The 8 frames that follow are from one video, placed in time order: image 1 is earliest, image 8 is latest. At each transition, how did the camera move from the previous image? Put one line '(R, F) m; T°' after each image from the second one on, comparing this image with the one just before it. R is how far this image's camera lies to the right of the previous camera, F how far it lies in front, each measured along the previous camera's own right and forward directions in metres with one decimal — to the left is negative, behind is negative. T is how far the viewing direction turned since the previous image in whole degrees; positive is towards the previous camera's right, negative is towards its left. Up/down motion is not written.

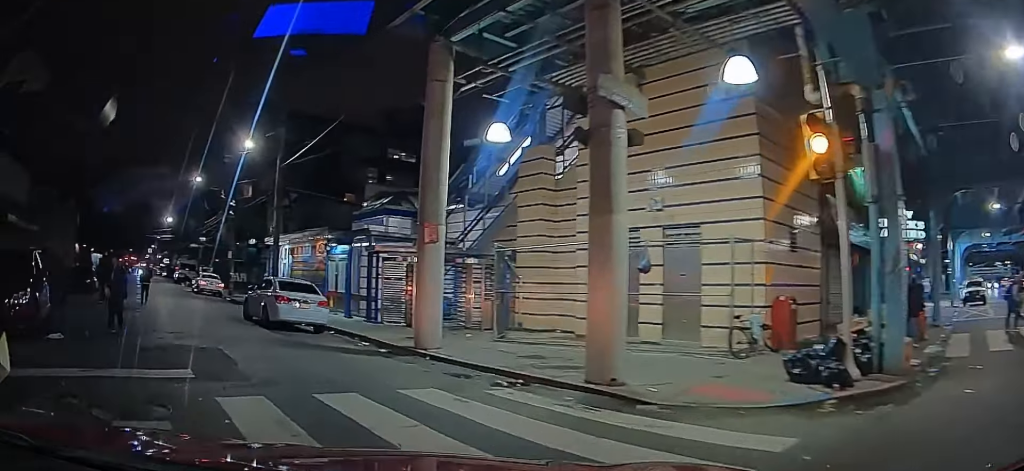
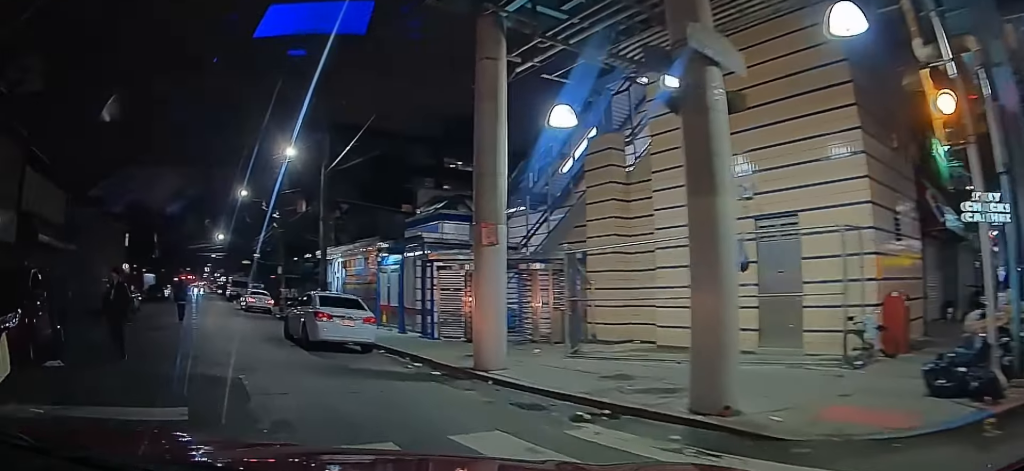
(+0.1, +1.6) m; +1°
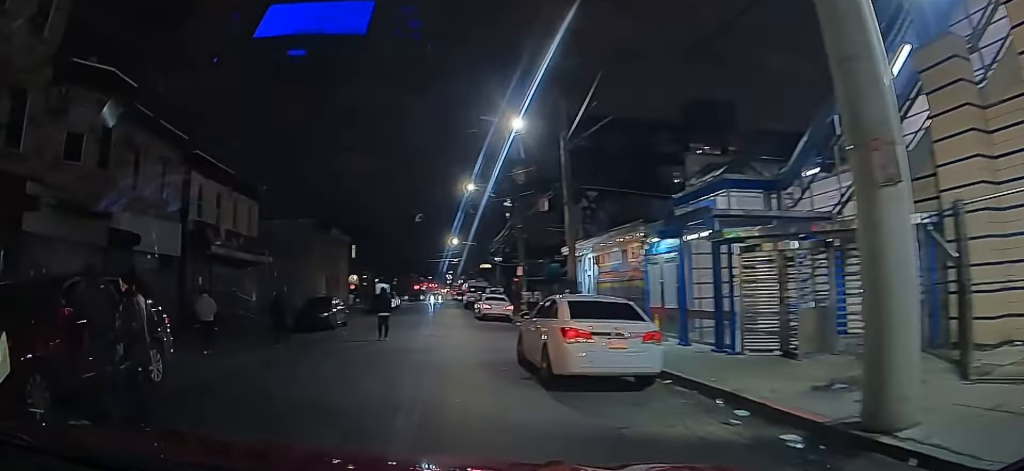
(+0.1, +5.3) m; -7°
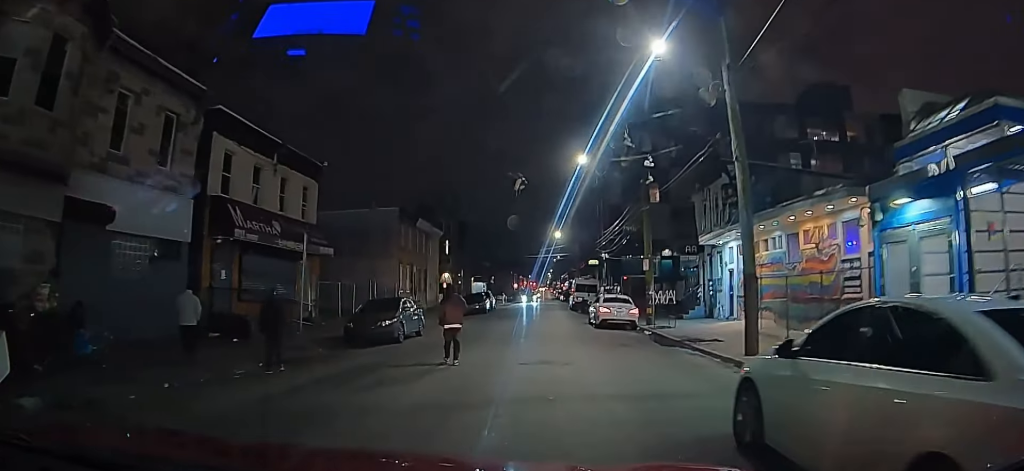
(-0.7, +8.8) m; -5°
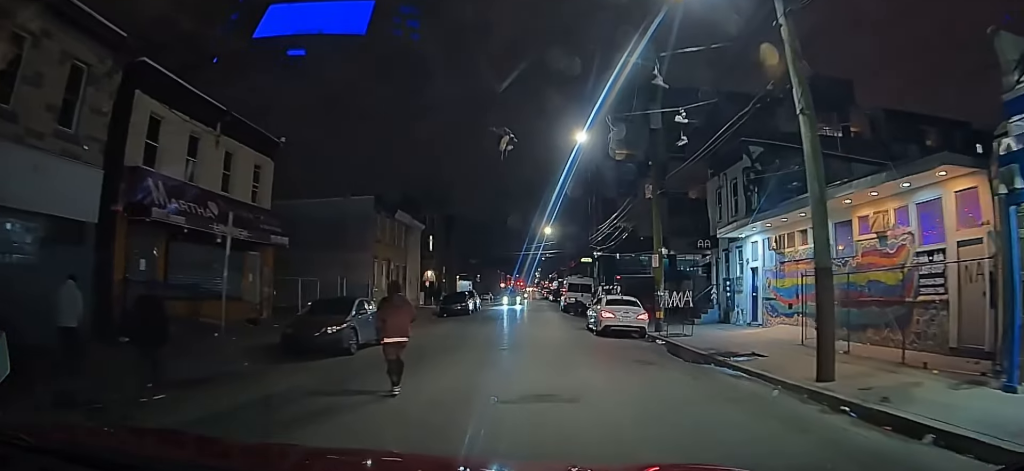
(-0.1, +5.9) m; -4°
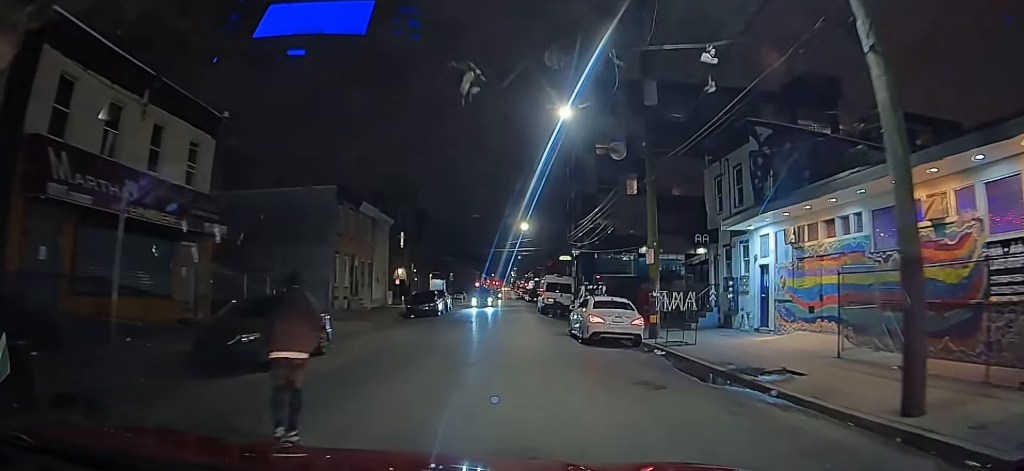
(-0.4, +4.4) m; -3°
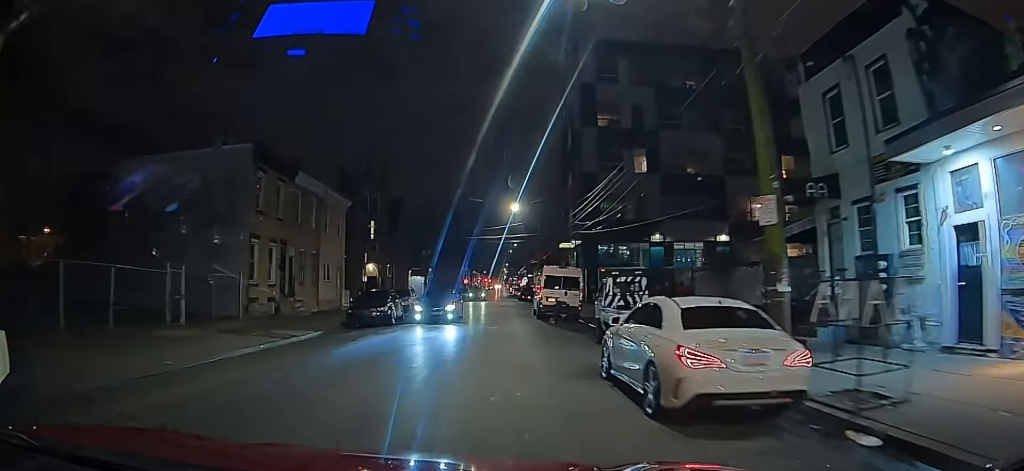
(0.0, +13.1) m; -6°
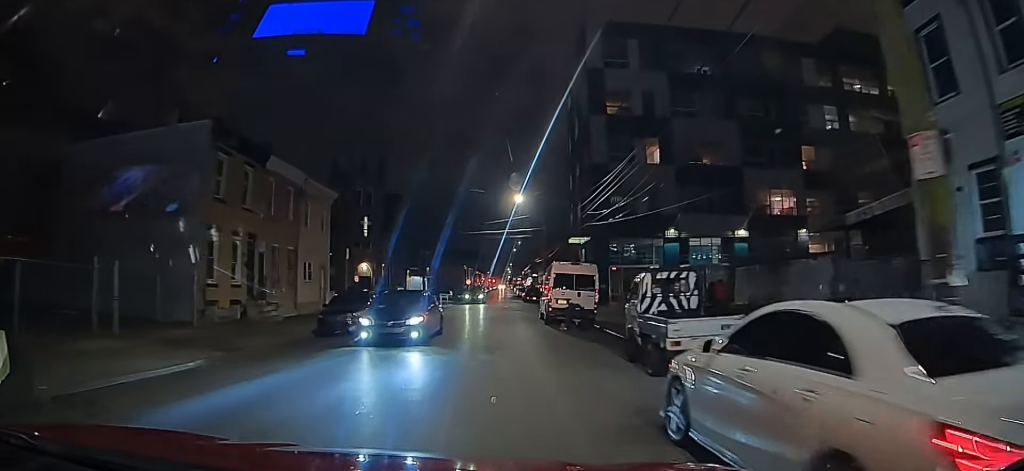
(+0.1, +4.6) m; -6°
